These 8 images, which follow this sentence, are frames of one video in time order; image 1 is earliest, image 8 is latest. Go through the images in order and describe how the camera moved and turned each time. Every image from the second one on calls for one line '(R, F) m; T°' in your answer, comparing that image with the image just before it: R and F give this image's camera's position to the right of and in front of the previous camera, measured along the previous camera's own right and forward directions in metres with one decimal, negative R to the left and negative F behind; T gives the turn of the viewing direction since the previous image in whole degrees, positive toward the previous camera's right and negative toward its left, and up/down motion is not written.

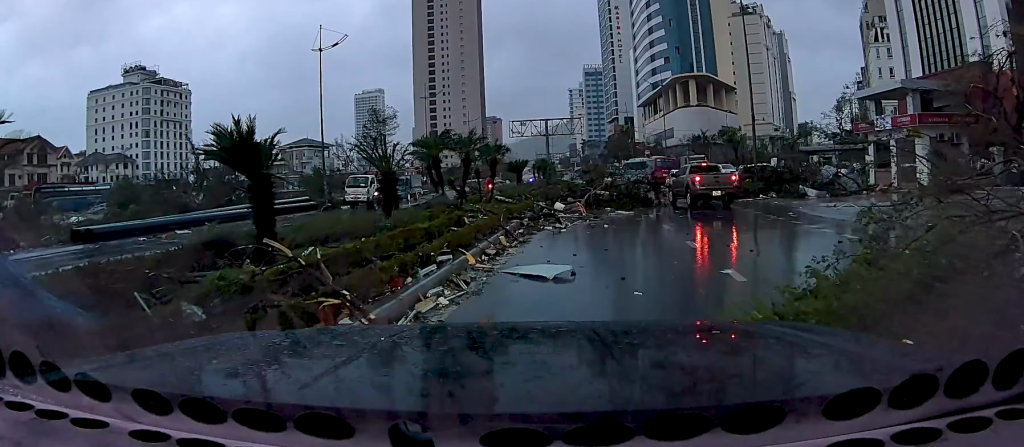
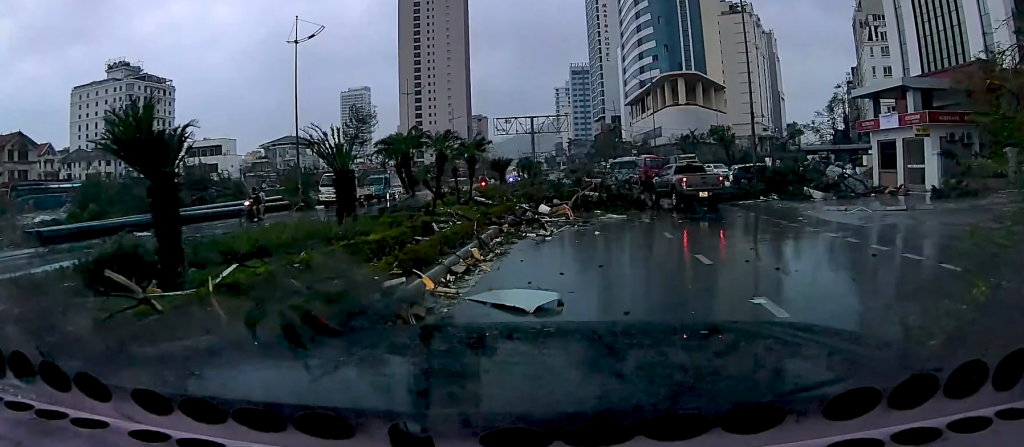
(-0.1, +3.0) m; -4°
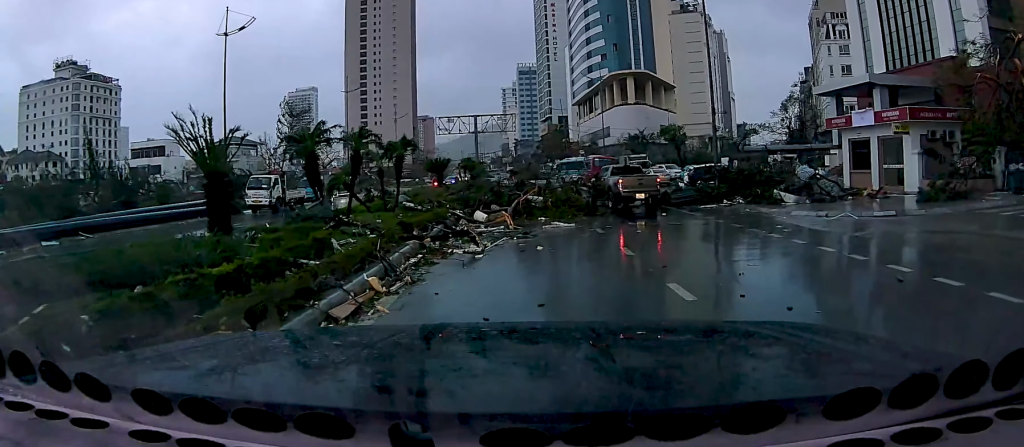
(-0.2, +4.1) m; +5°
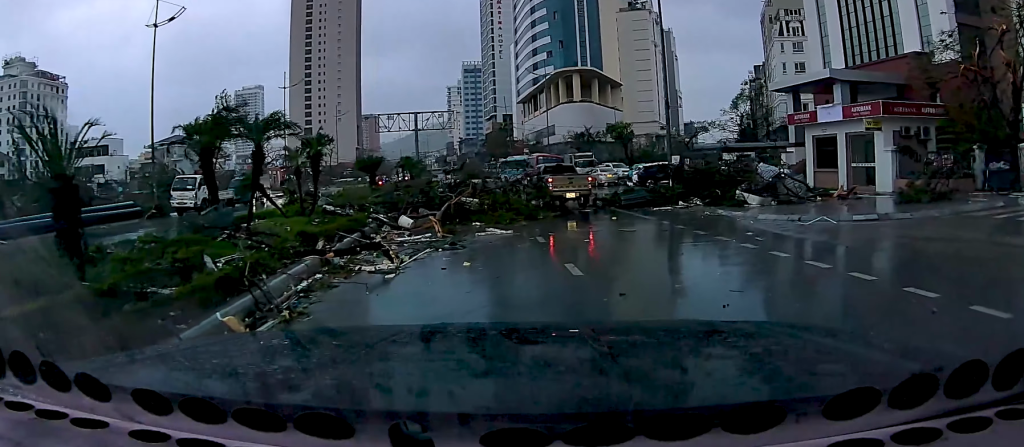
(+0.4, +3.1) m; +14°
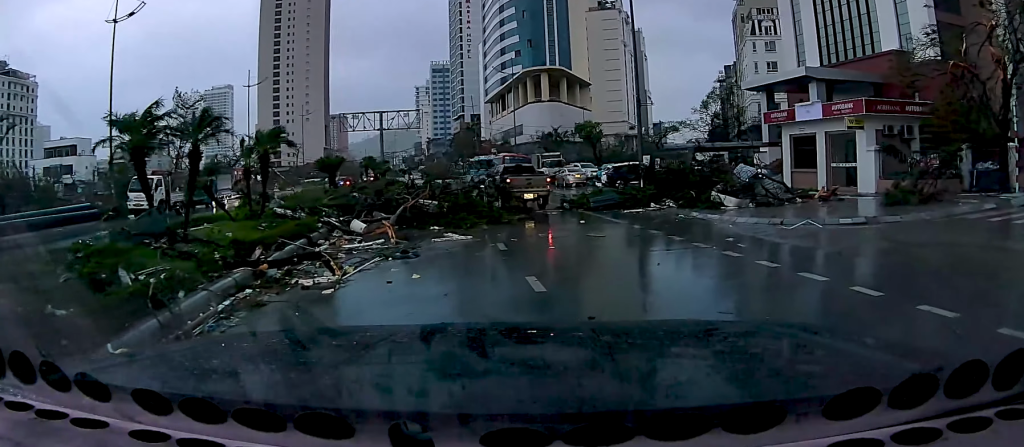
(+0.1, +1.6) m; +3°
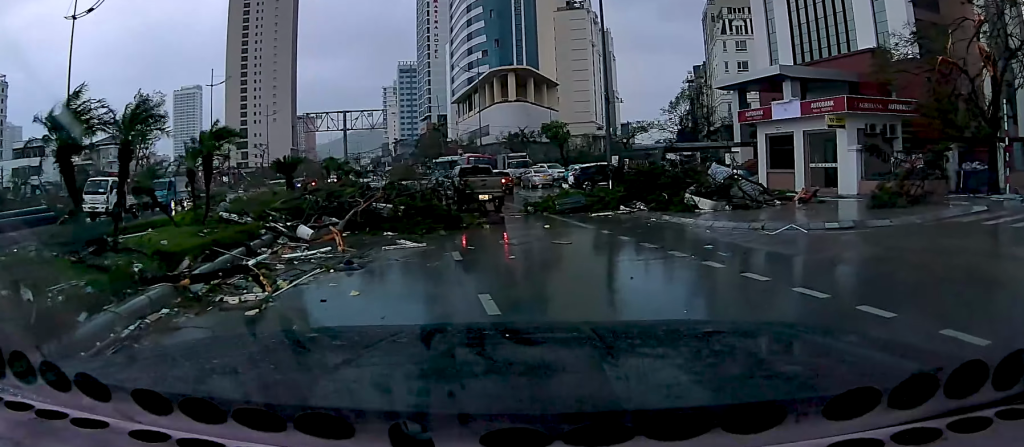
(+0.1, +1.6) m; +2°
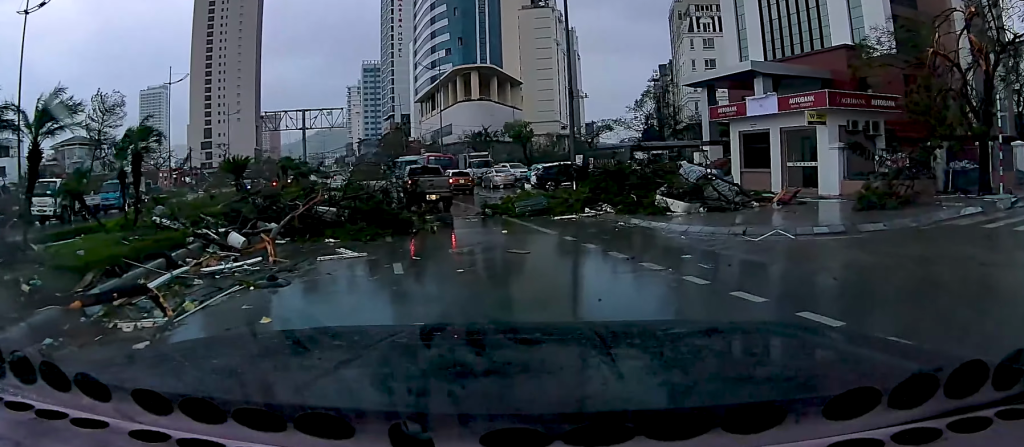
(0.0, +1.8) m; 0°
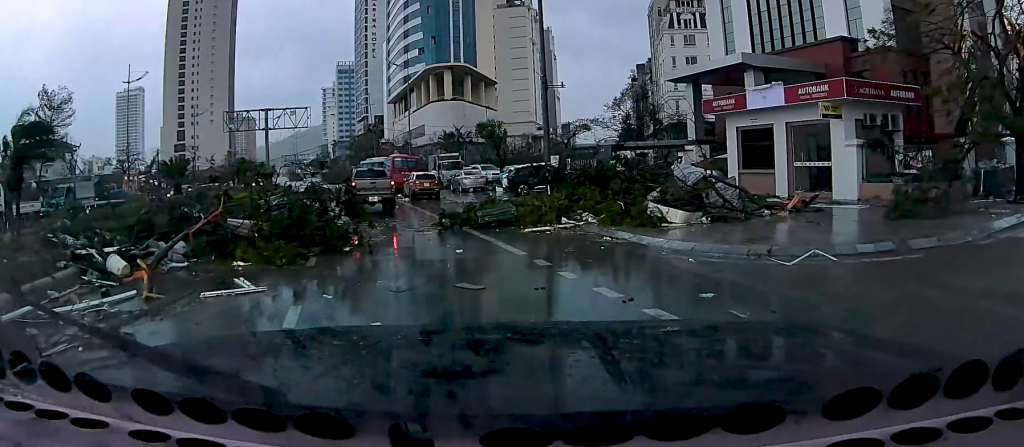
(0.0, +3.7) m; +11°
